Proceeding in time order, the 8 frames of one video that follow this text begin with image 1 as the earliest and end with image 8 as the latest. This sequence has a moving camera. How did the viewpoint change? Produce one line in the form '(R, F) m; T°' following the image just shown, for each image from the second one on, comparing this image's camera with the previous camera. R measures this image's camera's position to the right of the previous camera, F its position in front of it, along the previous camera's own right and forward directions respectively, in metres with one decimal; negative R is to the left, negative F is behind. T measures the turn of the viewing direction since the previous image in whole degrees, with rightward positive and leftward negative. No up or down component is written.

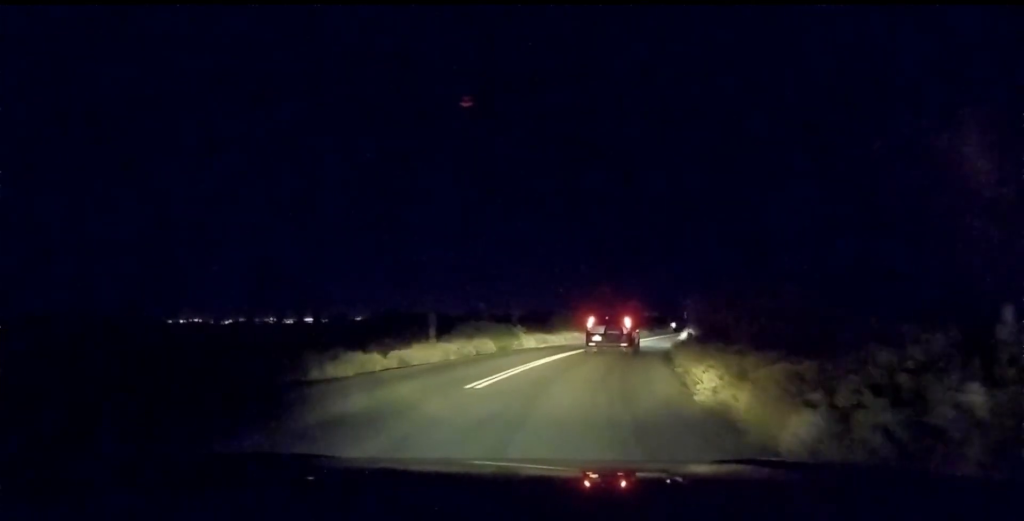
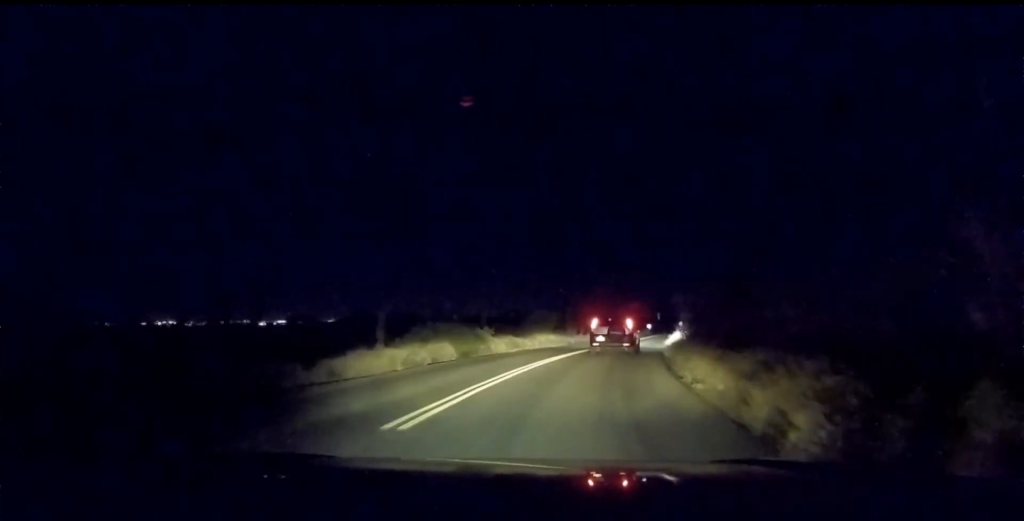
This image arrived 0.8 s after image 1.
(-0.2, +3.8) m; -2°
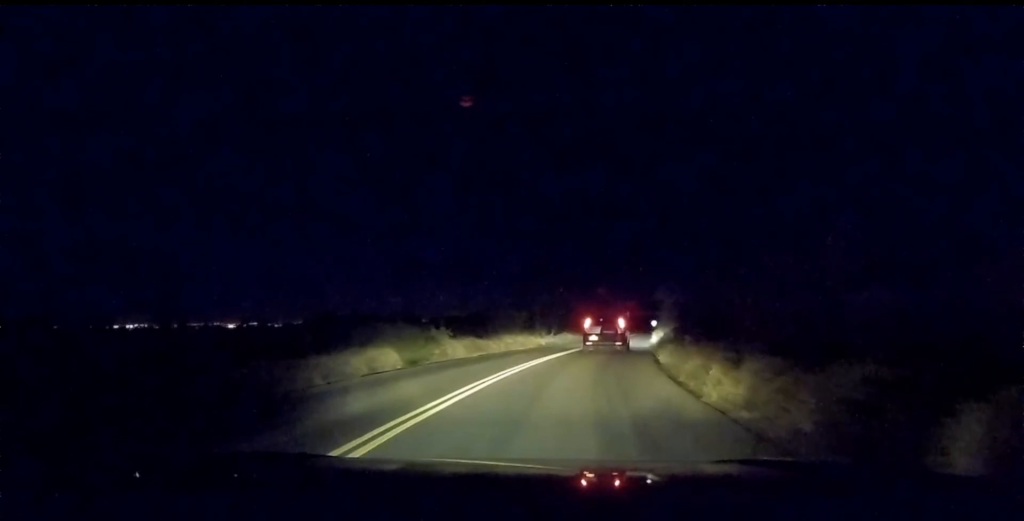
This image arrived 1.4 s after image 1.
(-0.1, +3.5) m; +2°
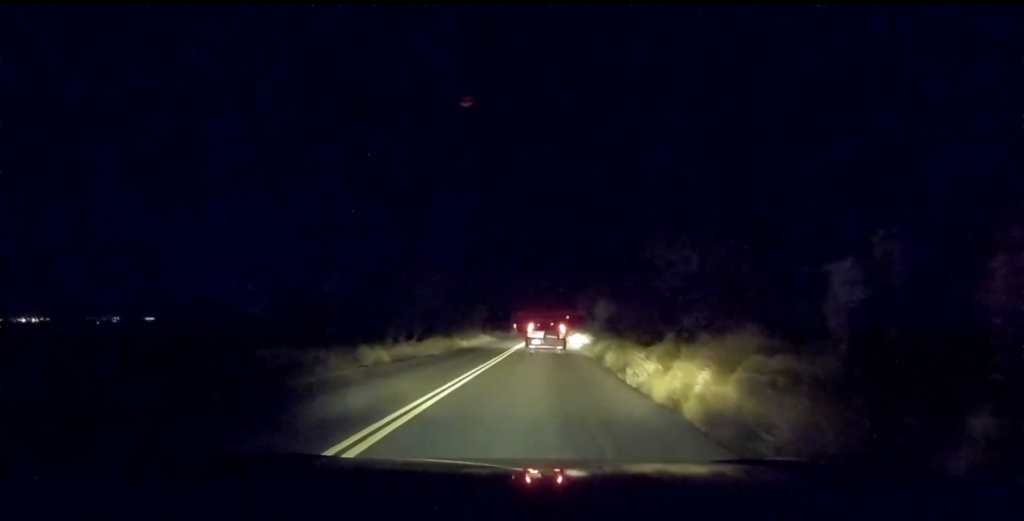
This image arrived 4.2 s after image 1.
(+4.2, +16.1) m; +20°
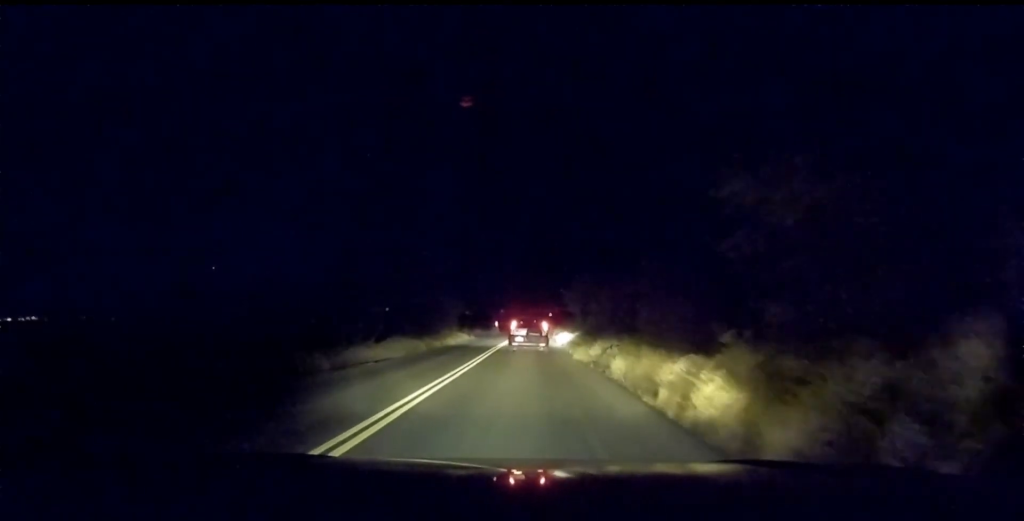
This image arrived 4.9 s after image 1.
(-0.4, +4.7) m; 0°
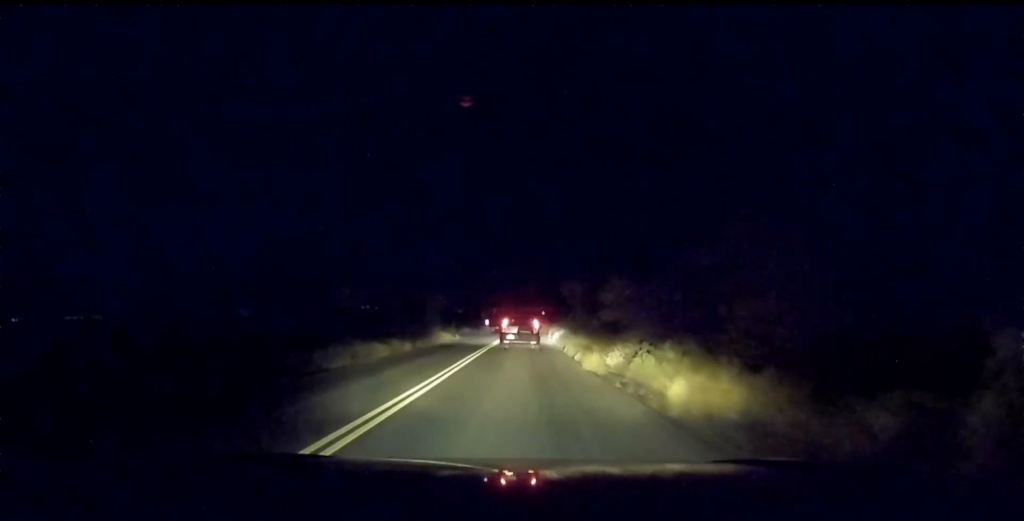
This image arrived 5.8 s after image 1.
(+0.3, +5.8) m; +3°
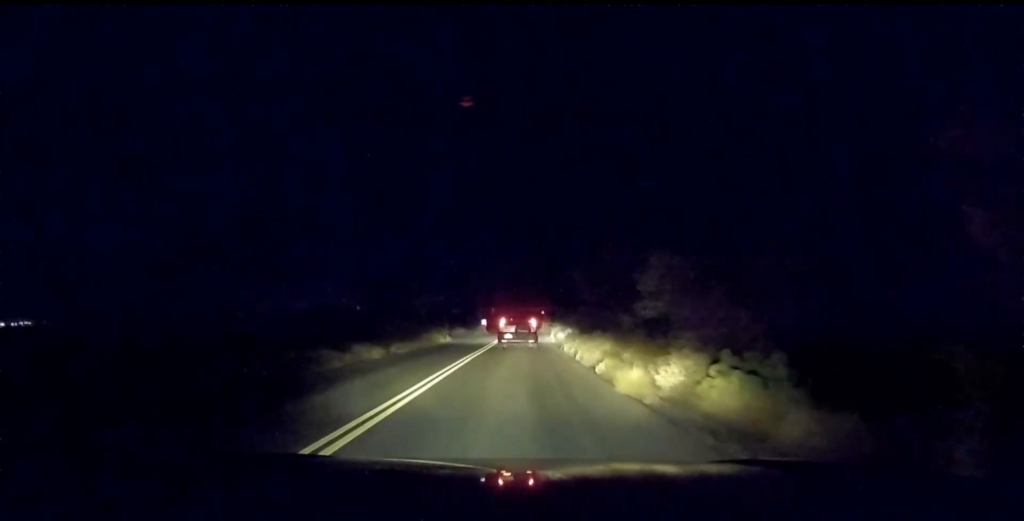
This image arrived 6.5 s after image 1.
(+0.2, +5.6) m; 0°
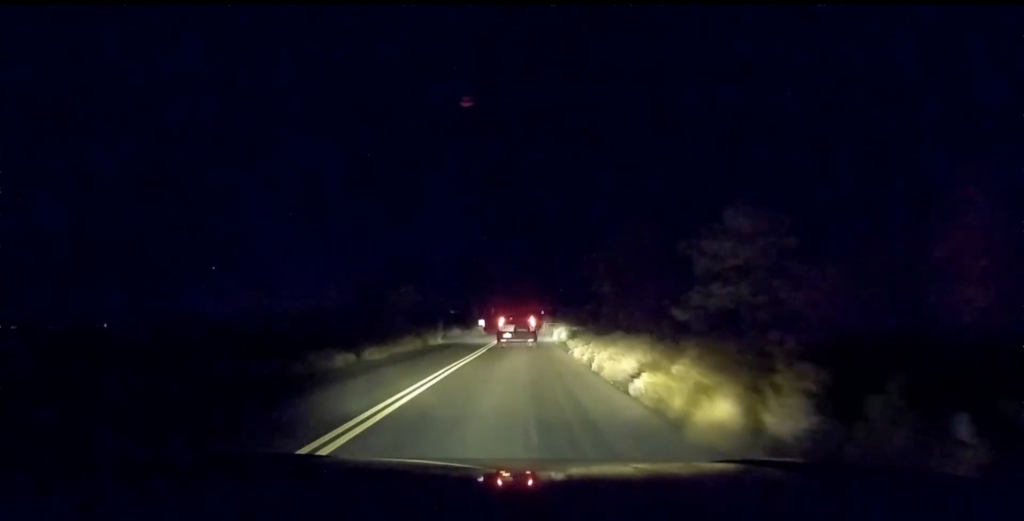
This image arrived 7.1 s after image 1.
(+0.1, +4.2) m; -2°
